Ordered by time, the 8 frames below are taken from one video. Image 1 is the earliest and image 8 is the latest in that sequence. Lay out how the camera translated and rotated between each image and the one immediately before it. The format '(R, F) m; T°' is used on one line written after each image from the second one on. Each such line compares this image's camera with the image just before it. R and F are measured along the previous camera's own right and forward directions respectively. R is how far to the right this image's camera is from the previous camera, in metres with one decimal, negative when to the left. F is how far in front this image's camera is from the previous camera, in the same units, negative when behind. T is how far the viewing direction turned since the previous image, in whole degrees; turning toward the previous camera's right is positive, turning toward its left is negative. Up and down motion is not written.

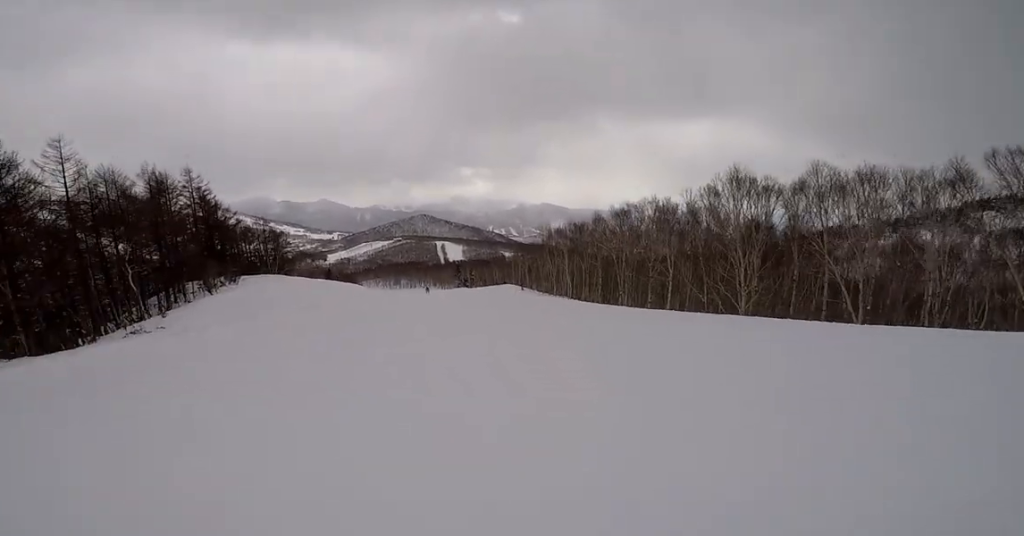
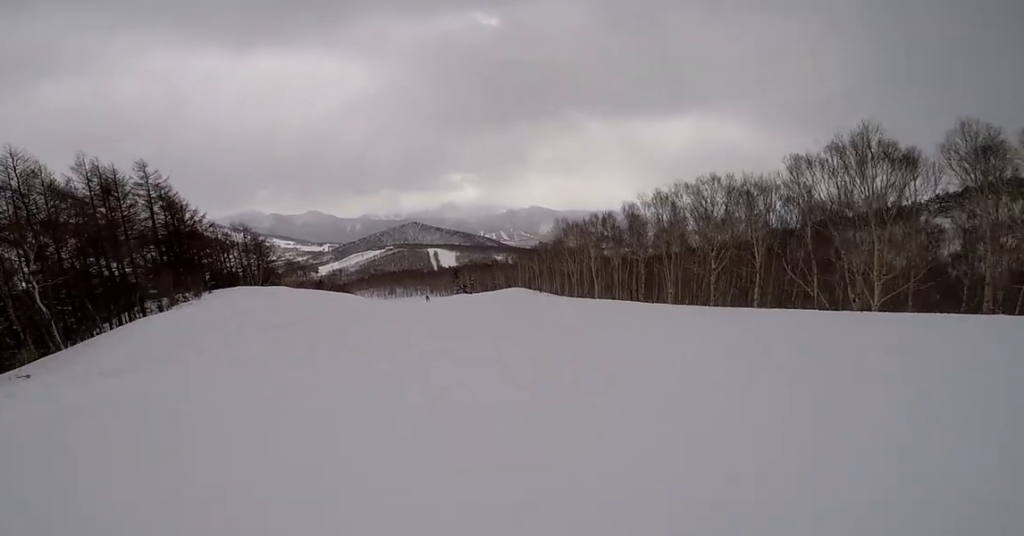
(0.0, +8.3) m; +5°
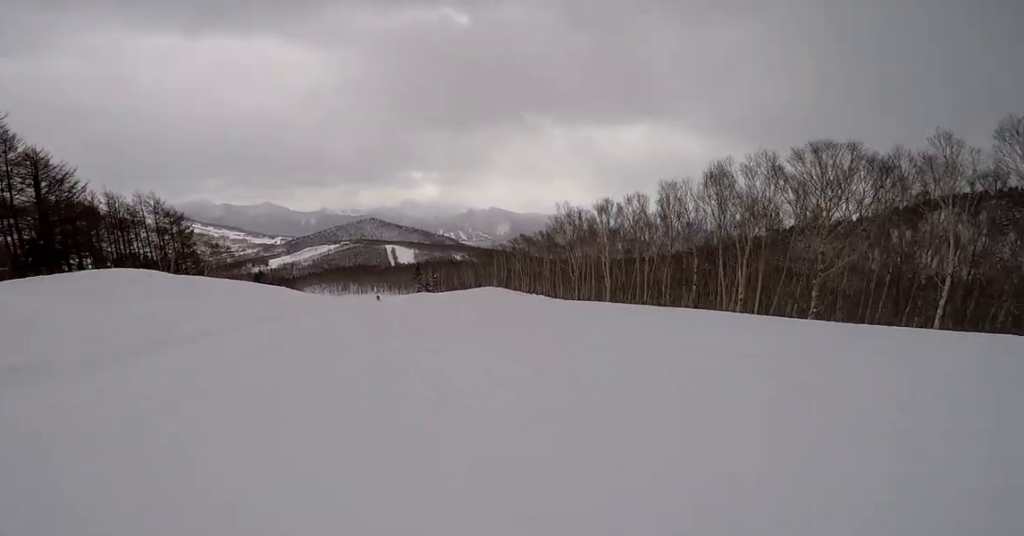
(+1.4, +12.9) m; +6°
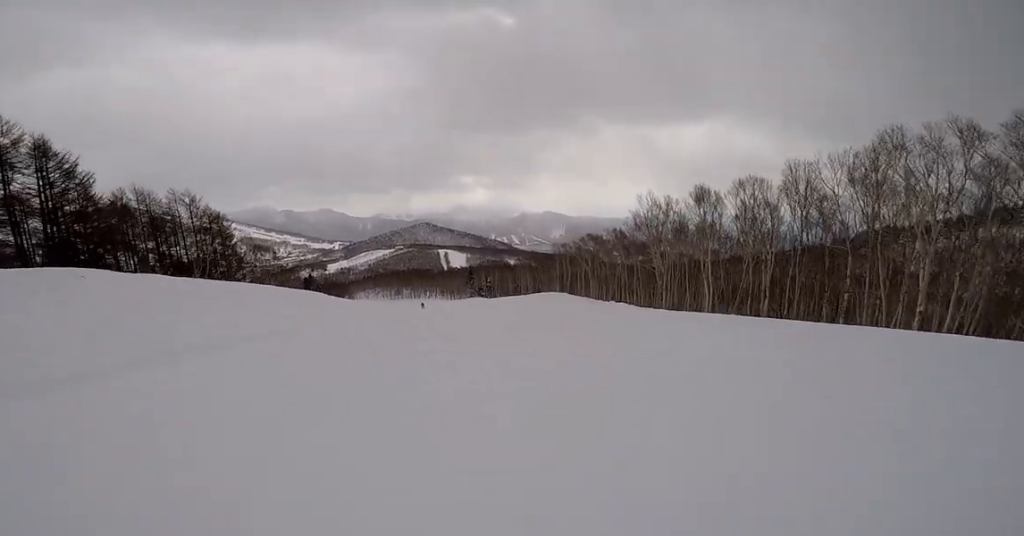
(+0.1, +6.7) m; -1°
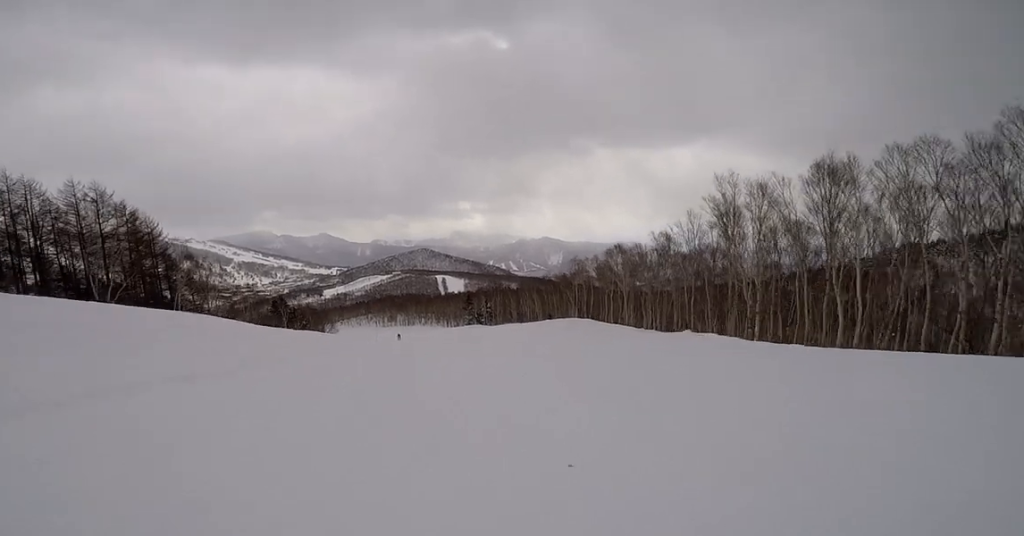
(+0.4, +13.9) m; +7°
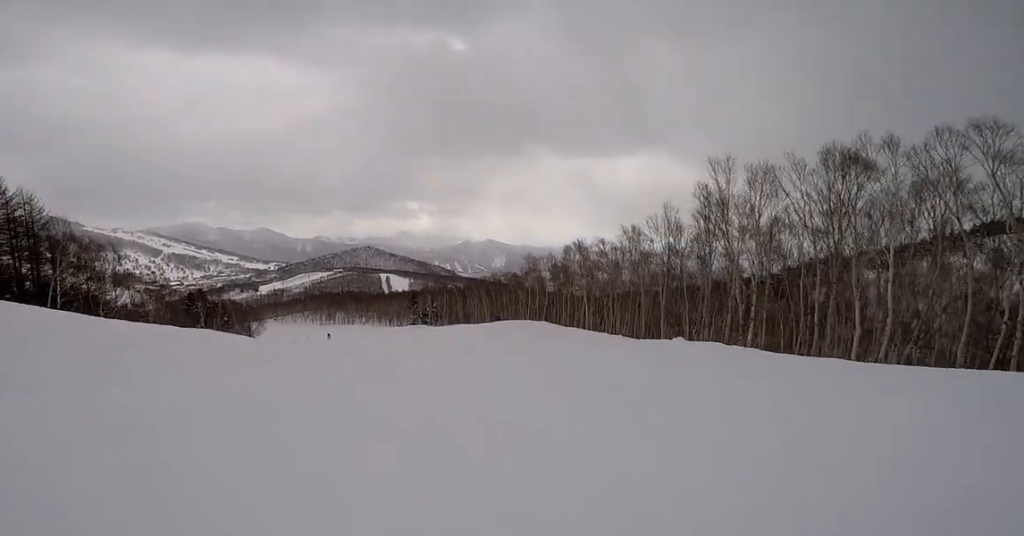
(+0.8, +5.9) m; +1°
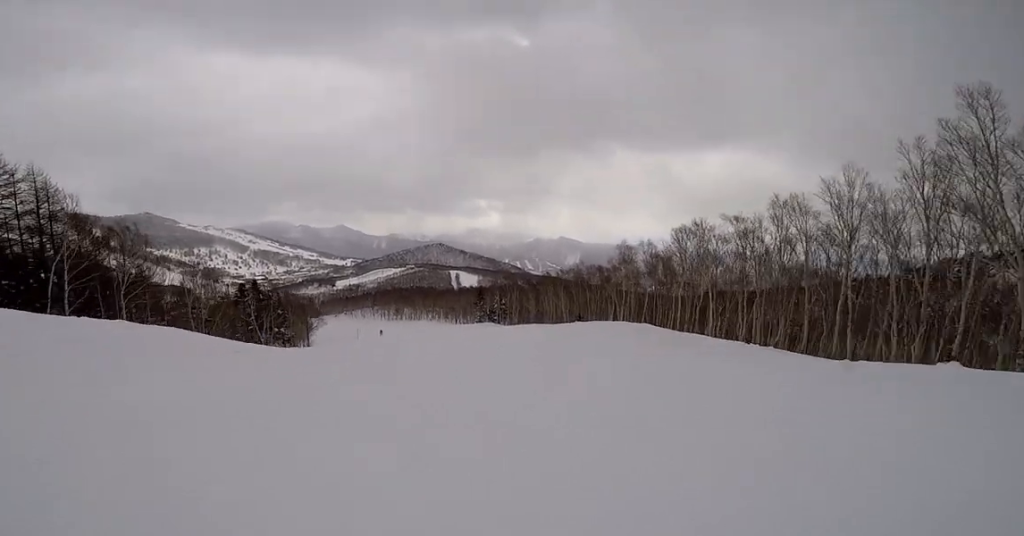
(-0.6, +9.3) m; -5°
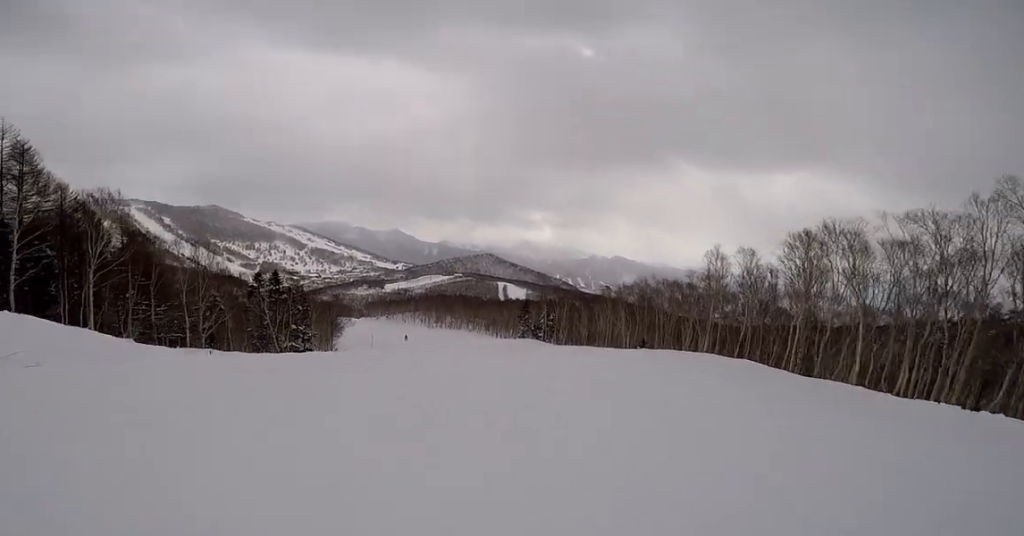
(-0.3, +9.4) m; -6°
